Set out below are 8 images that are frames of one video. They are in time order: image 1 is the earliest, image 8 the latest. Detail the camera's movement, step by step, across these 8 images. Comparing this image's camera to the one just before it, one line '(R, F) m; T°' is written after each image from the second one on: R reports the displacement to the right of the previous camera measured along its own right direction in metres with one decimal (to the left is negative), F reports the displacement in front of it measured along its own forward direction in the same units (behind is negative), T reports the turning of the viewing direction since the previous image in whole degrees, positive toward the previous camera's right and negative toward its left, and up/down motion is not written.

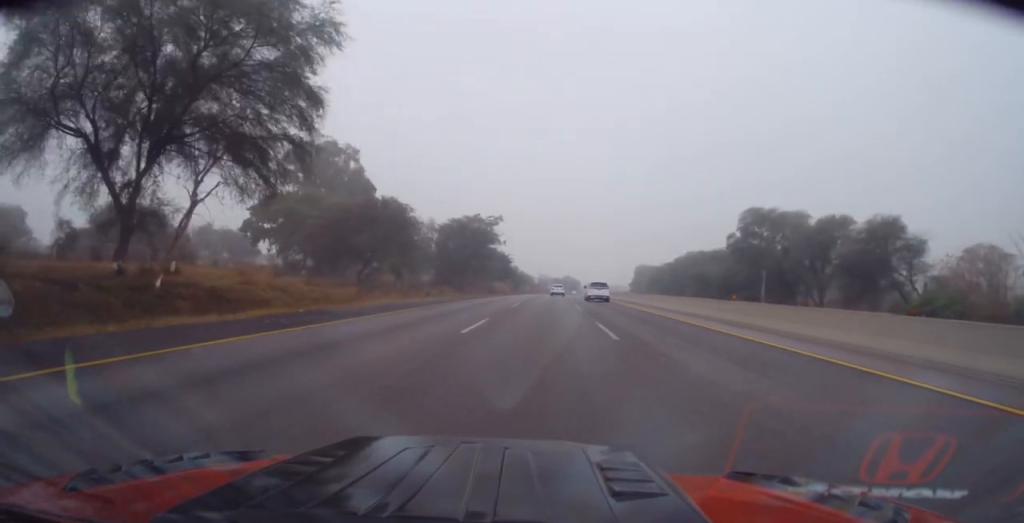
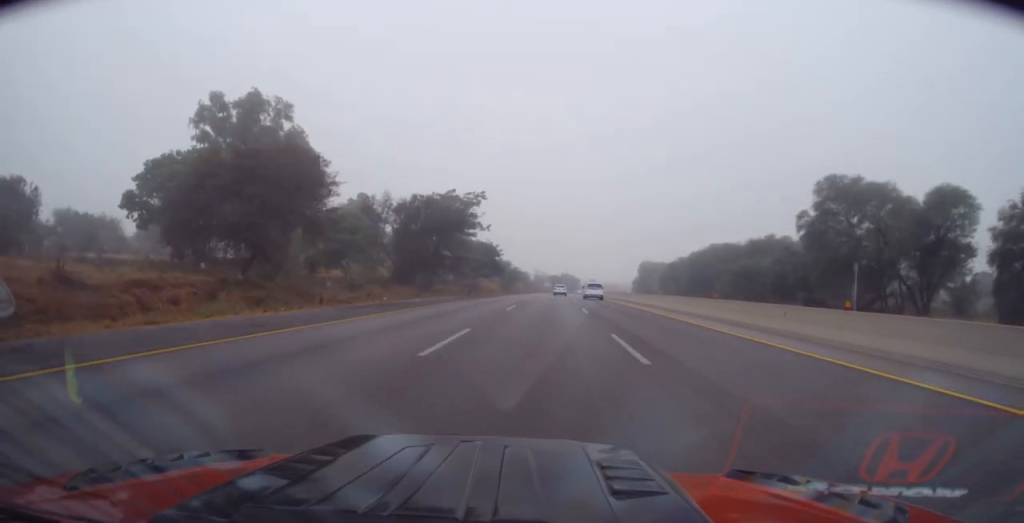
(+0.1, +22.8) m; +1°
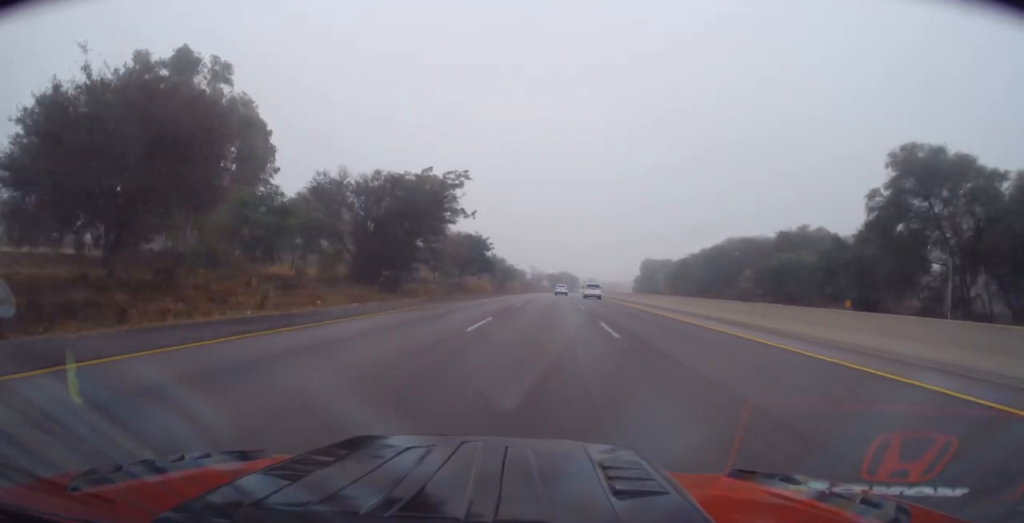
(-0.1, +13.0) m; 0°
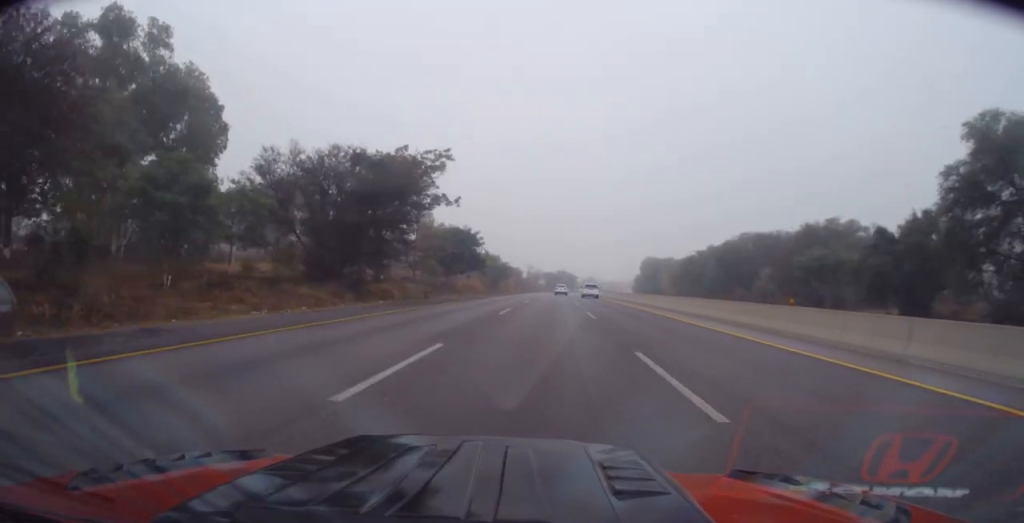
(+0.2, +9.2) m; 0°
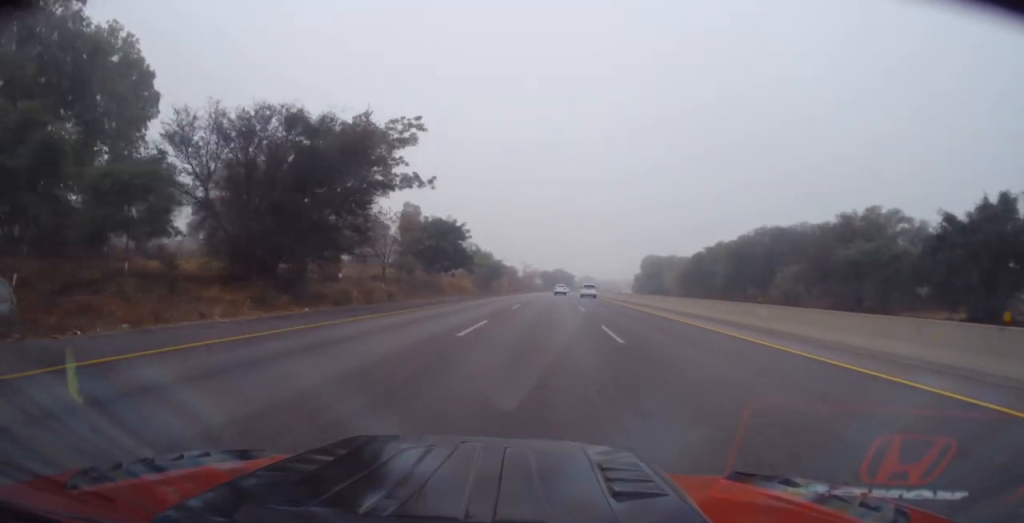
(+0.2, +10.0) m; 0°
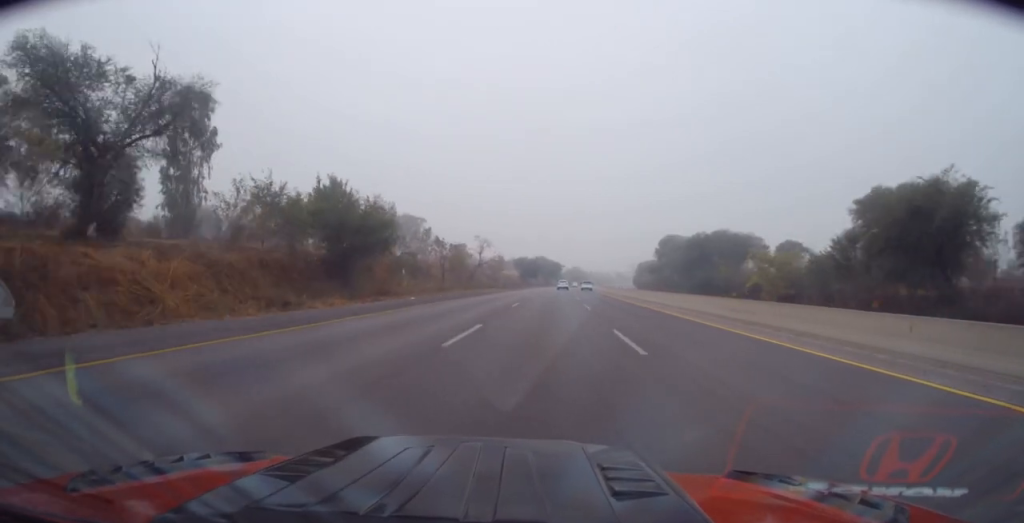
(+1.0, +74.8) m; +2°
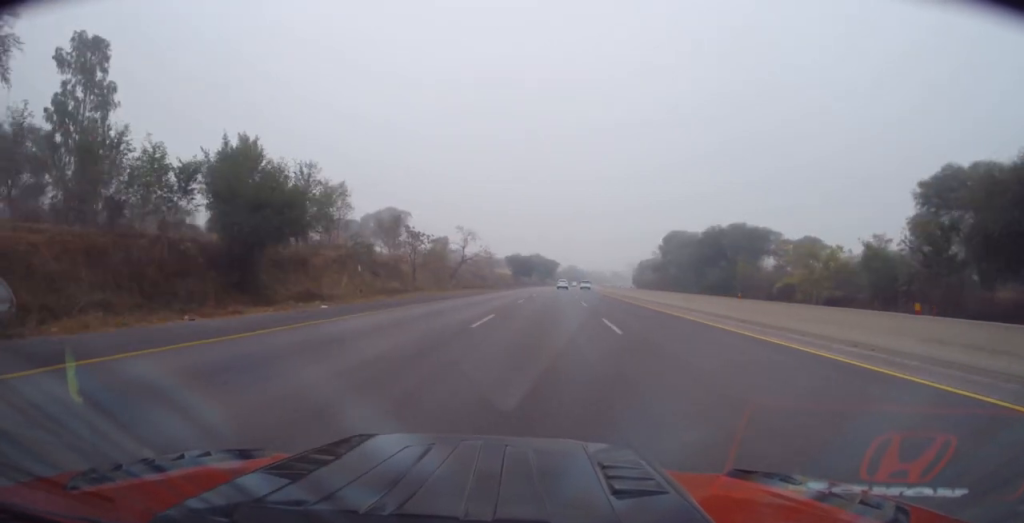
(-0.2, +13.8) m; +1°
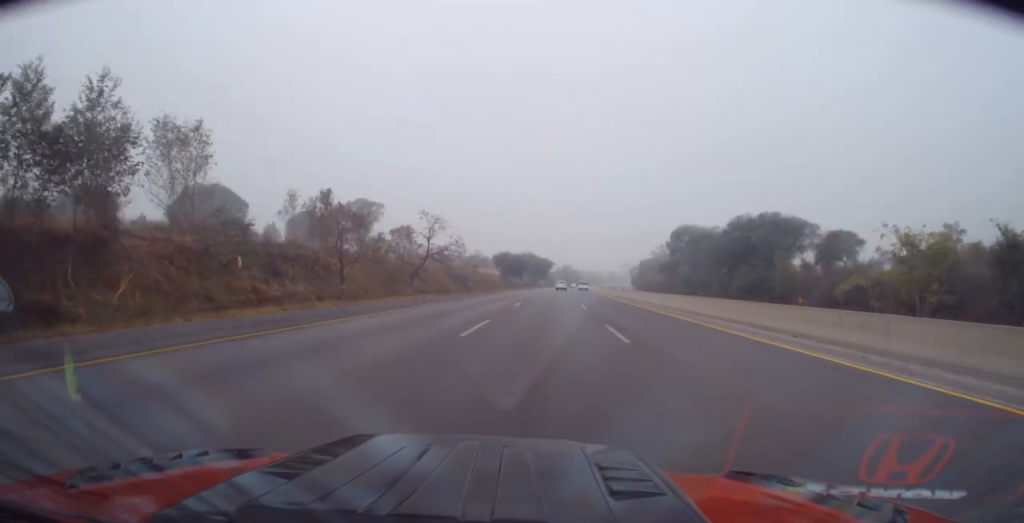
(+0.2, +19.6) m; +1°
